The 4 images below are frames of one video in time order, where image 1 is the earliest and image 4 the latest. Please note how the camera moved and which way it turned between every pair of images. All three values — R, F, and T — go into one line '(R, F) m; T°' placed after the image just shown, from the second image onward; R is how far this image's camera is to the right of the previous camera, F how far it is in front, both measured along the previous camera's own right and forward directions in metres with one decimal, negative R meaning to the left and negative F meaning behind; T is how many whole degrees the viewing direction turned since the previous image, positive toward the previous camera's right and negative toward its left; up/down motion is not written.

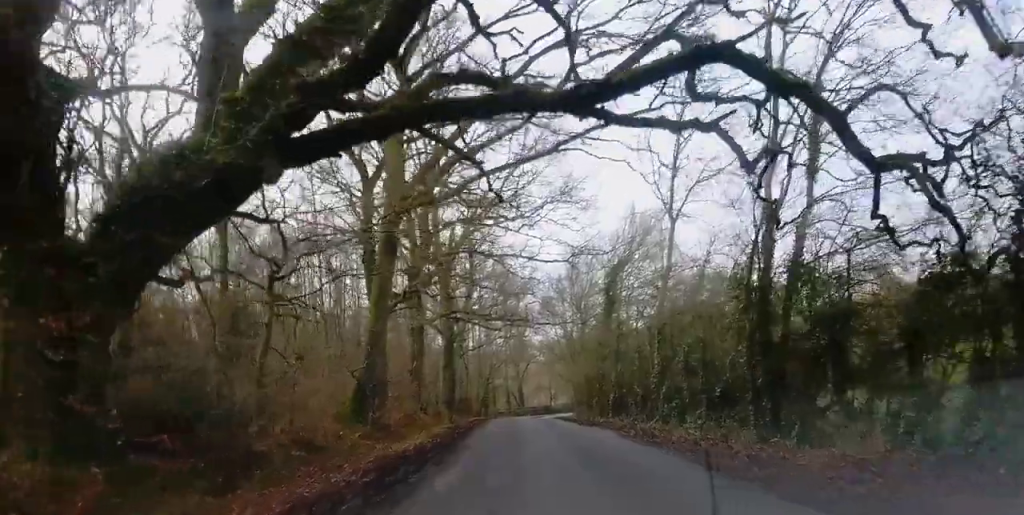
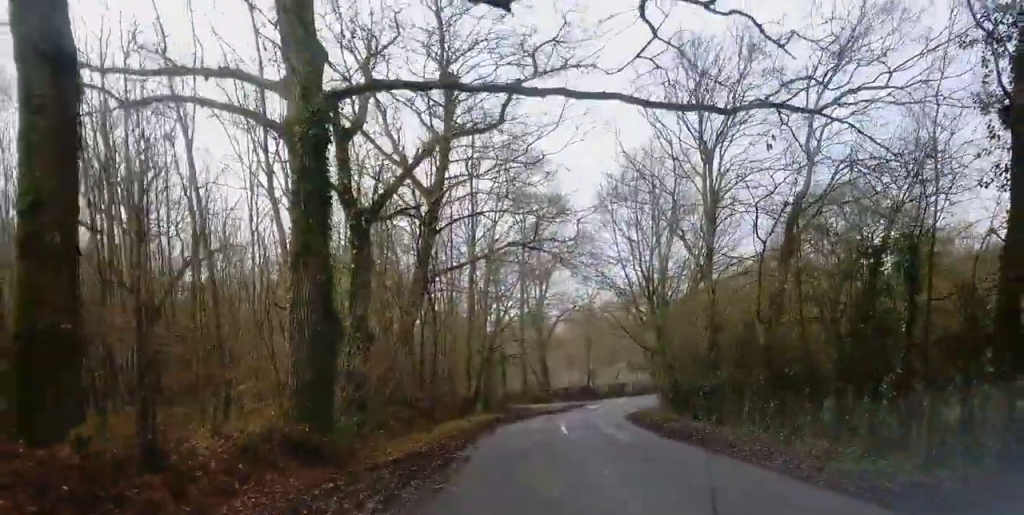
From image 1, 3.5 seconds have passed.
(-0.7, +38.0) m; -1°
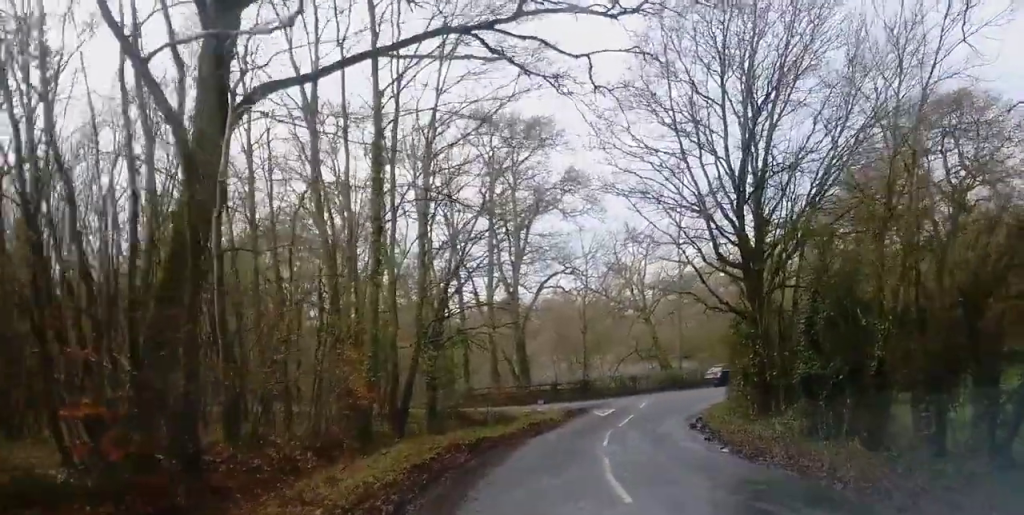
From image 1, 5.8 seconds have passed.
(0.0, +21.7) m; +1°
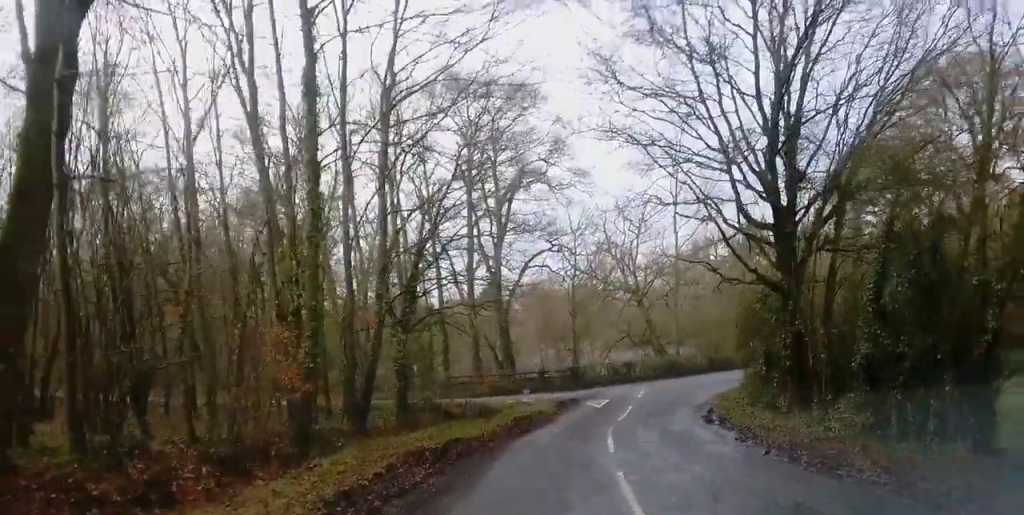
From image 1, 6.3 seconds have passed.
(+0.3, +4.4) m; +1°
